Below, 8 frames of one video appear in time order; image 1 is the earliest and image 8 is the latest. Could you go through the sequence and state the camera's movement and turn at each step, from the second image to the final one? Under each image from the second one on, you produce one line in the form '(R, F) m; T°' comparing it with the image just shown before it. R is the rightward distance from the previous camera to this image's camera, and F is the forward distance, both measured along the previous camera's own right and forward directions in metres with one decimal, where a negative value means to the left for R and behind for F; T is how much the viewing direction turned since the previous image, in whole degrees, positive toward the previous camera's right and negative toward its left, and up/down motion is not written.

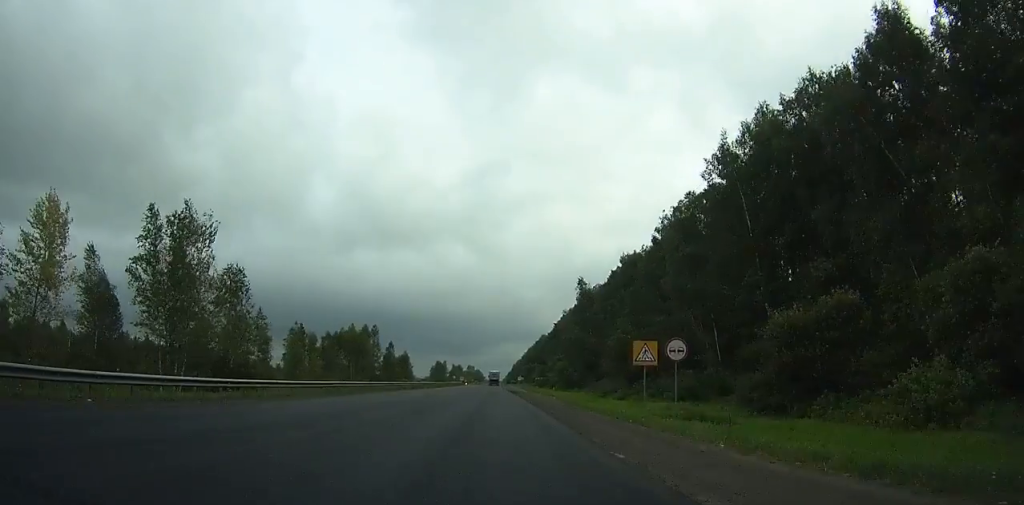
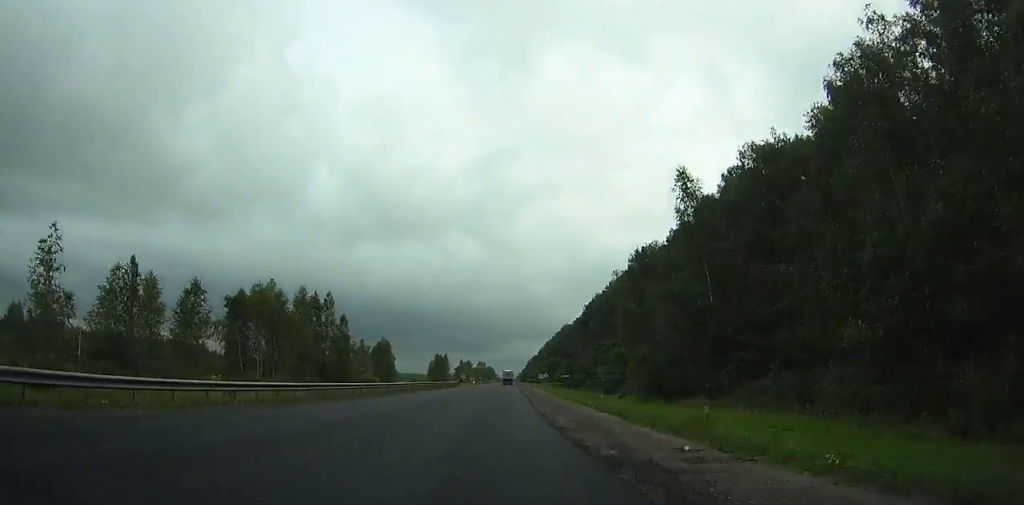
(-0.1, +55.2) m; 0°
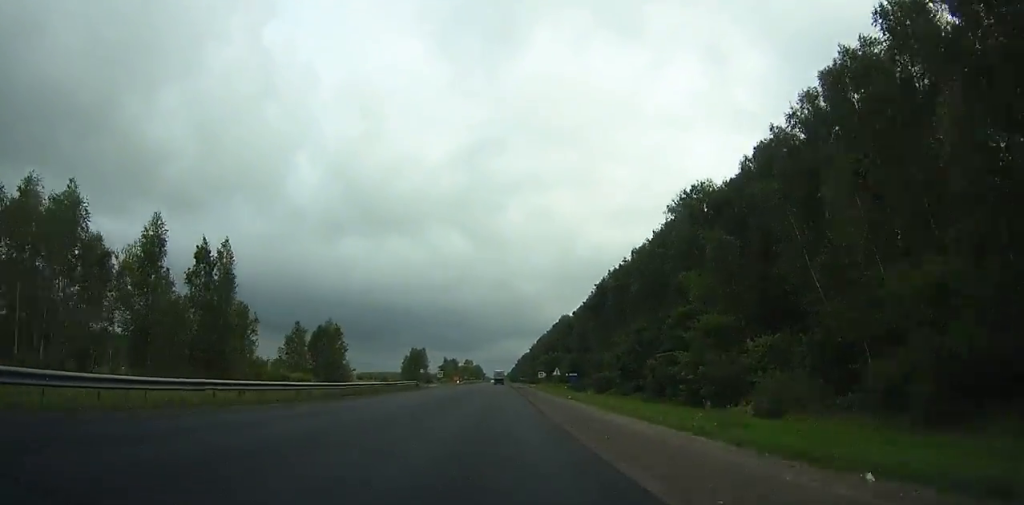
(0.0, +40.8) m; 0°
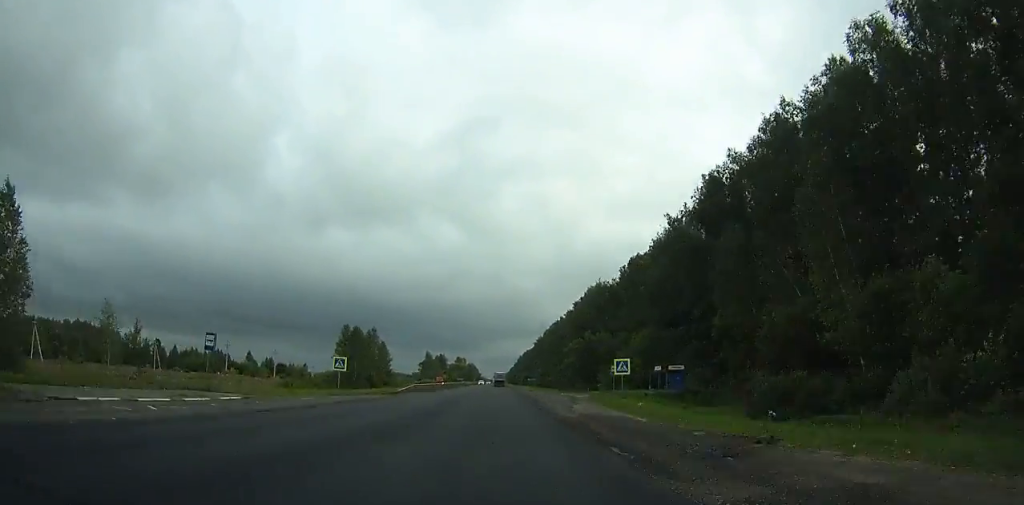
(0.0, +82.0) m; 0°
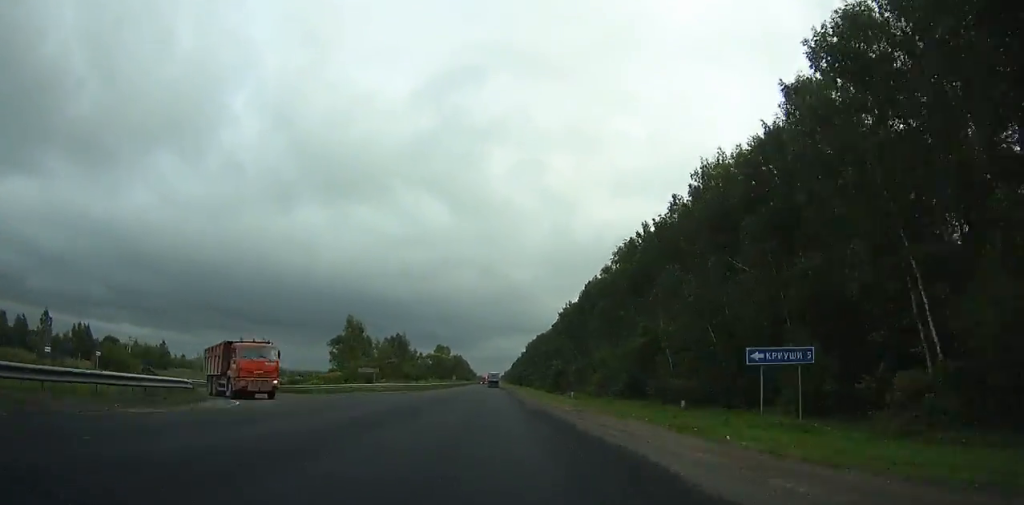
(+0.5, +149.5) m; 0°
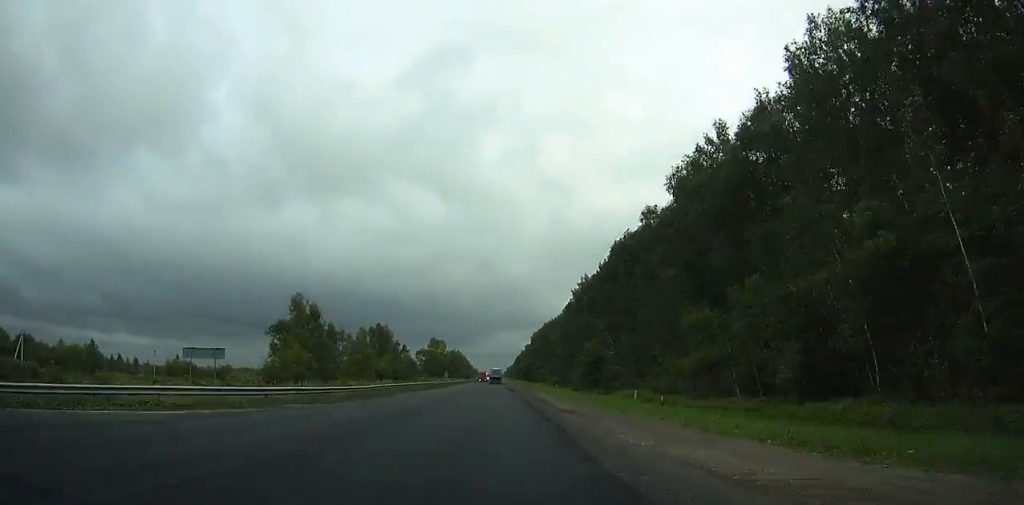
(0.0, +39.7) m; 0°
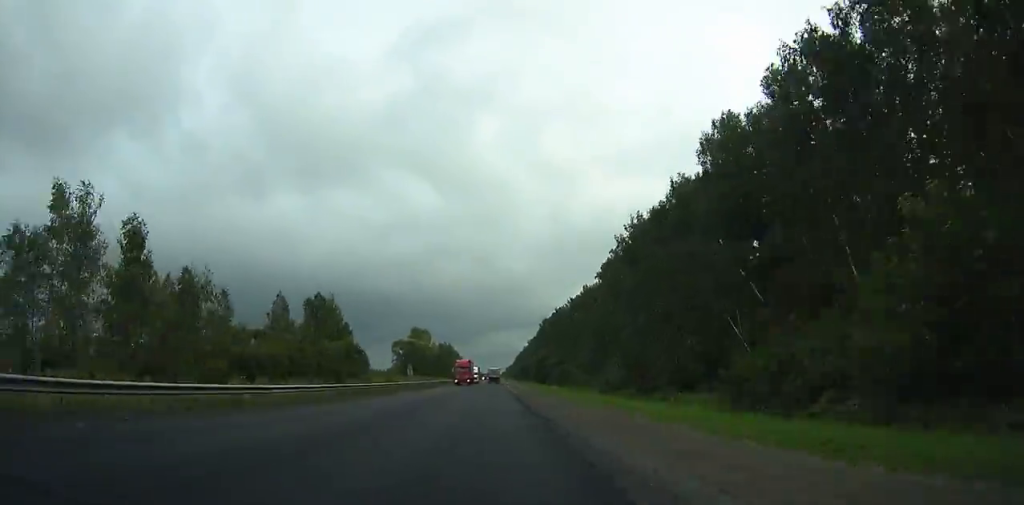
(-0.1, +59.6) m; 0°
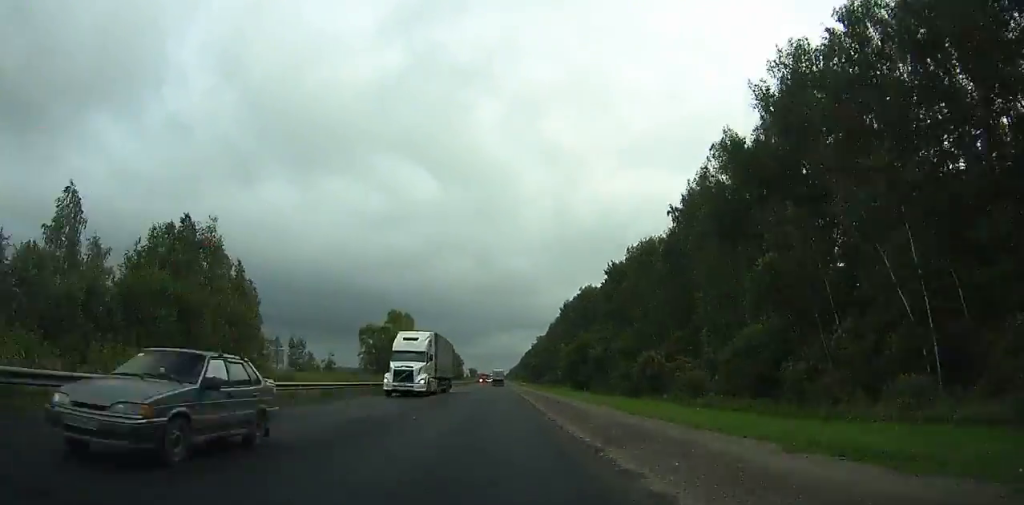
(-0.1, +56.7) m; 0°
